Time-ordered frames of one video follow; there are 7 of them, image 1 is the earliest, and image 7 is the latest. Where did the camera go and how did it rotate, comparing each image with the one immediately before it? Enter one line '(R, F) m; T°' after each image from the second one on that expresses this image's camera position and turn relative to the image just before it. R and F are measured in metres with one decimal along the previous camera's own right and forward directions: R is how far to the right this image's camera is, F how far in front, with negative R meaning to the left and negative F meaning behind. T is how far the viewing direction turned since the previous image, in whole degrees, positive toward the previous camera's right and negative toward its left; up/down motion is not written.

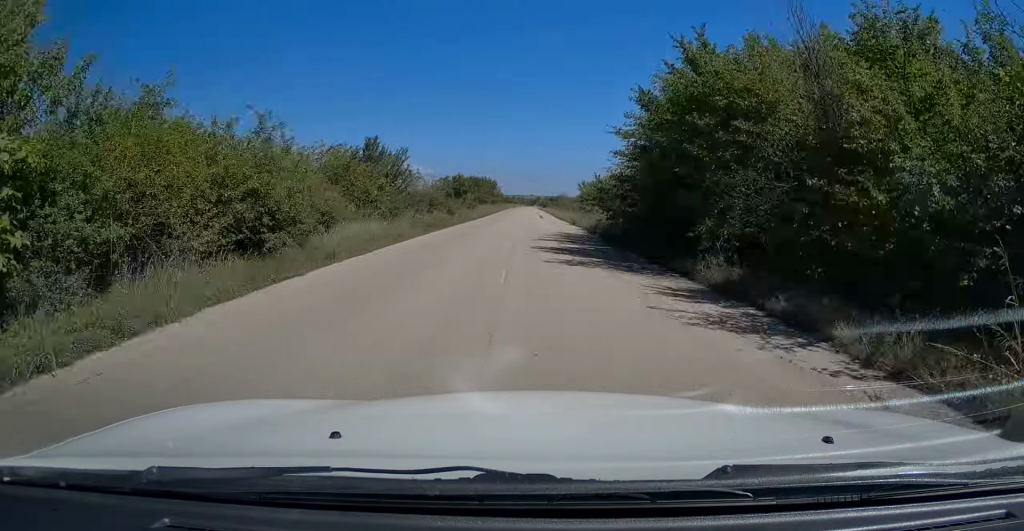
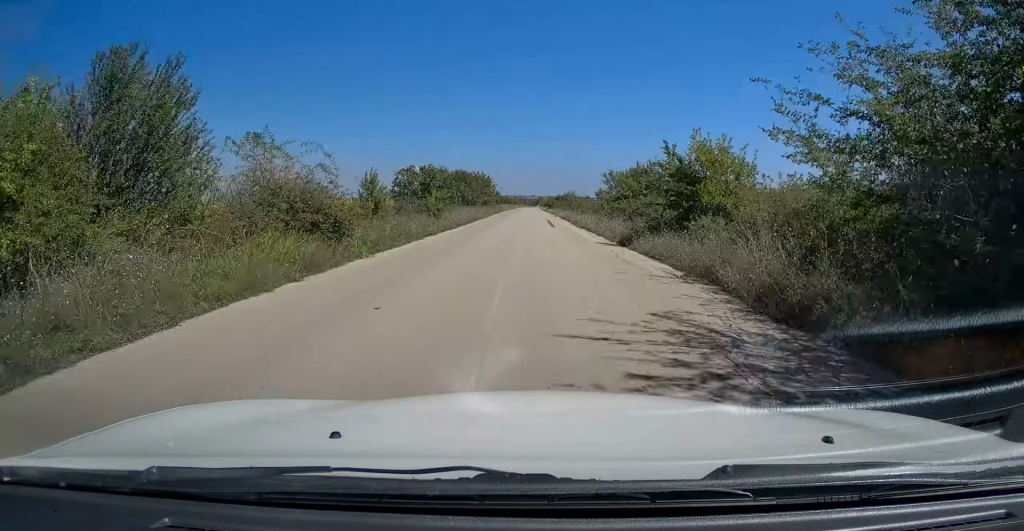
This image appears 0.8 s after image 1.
(0.0, +19.1) m; 0°
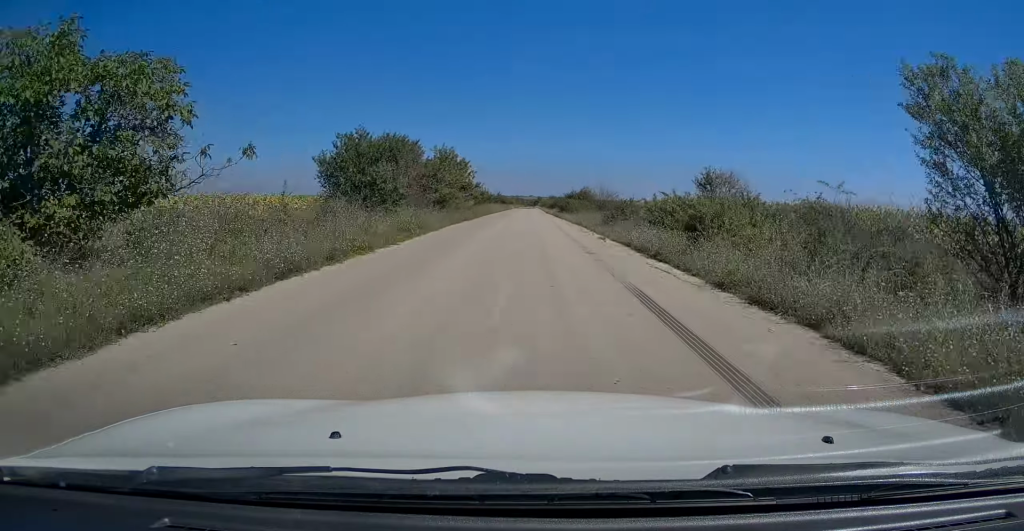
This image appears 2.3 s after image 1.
(+0.3, +35.0) m; 0°
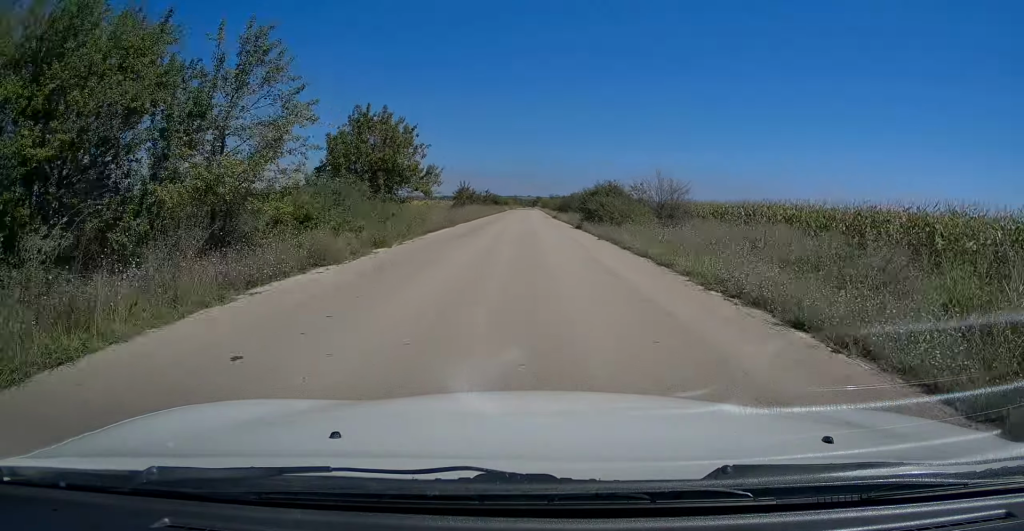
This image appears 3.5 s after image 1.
(-0.3, +26.7) m; 0°
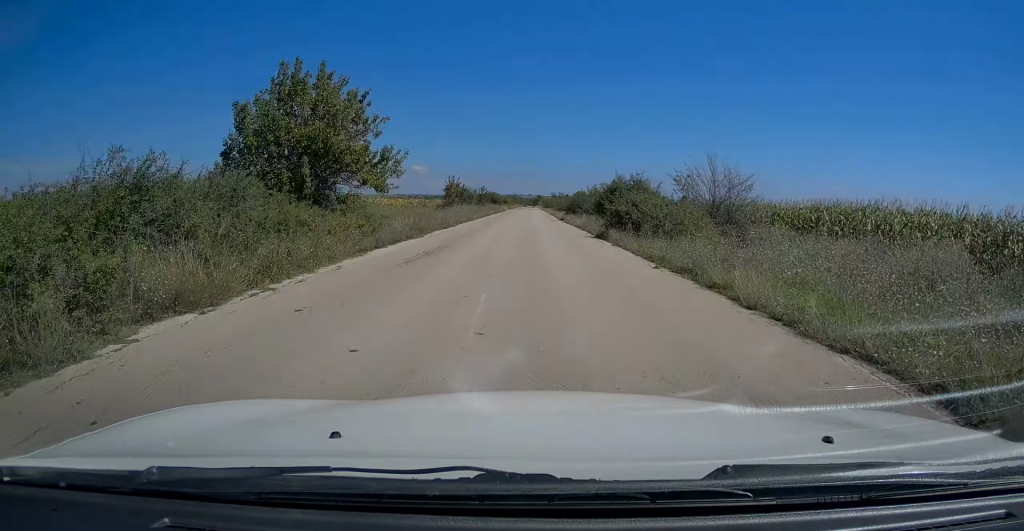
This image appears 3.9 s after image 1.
(-0.1, +9.4) m; 0°
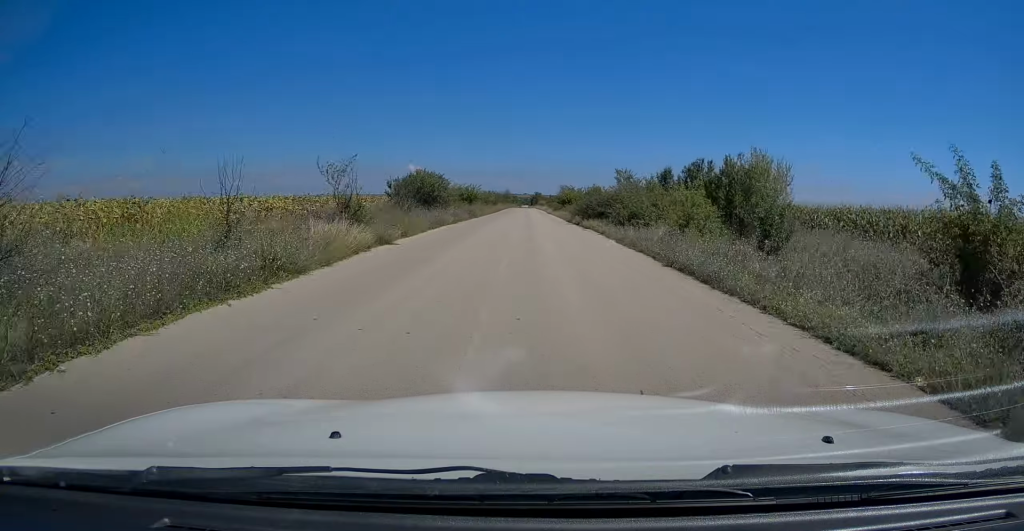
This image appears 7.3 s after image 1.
(+0.8, +81.2) m; +1°
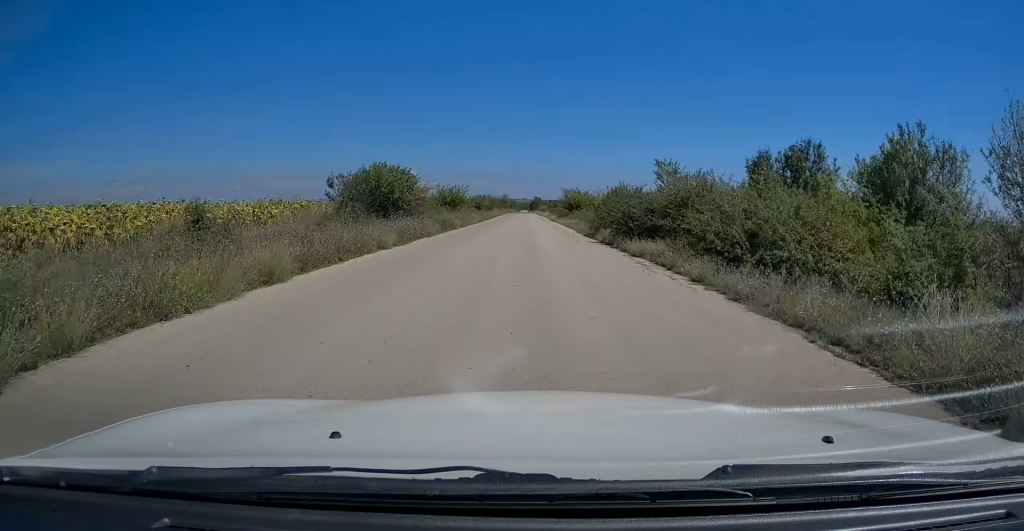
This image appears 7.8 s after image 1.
(+0.2, +13.0) m; 0°
